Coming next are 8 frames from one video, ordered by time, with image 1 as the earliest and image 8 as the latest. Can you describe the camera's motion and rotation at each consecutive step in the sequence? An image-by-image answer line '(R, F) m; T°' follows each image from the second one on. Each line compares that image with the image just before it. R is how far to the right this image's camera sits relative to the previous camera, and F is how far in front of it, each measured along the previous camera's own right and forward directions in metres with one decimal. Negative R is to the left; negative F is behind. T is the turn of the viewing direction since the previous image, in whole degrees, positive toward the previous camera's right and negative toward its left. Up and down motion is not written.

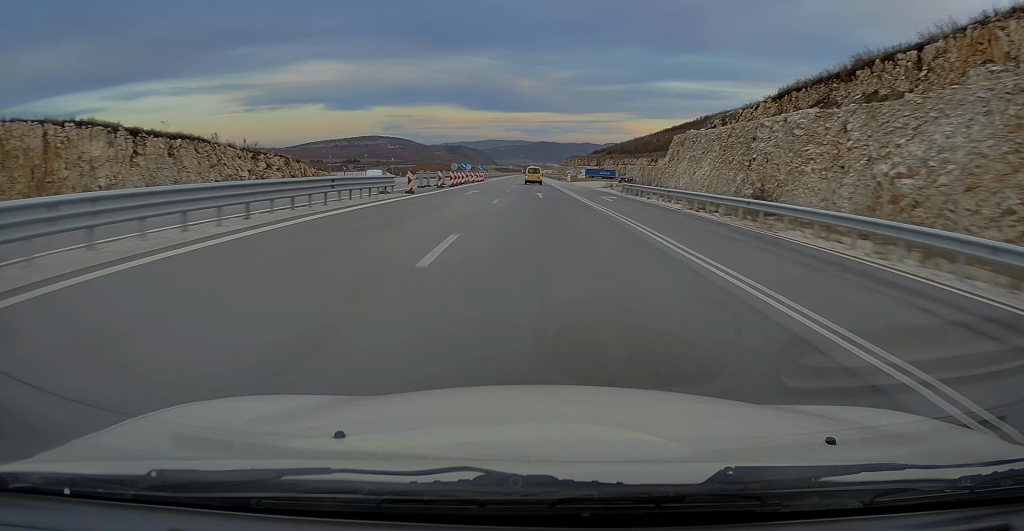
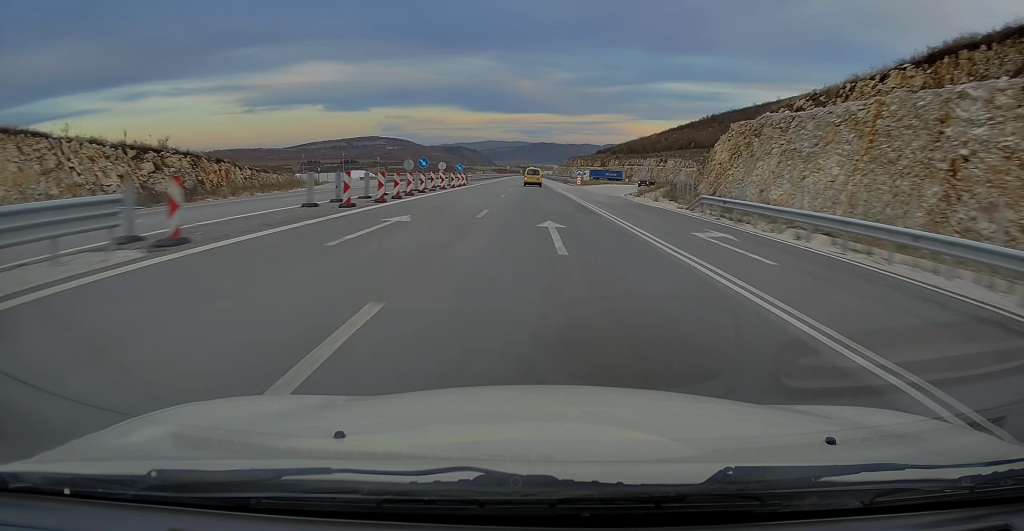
(0.0, +21.7) m; 0°
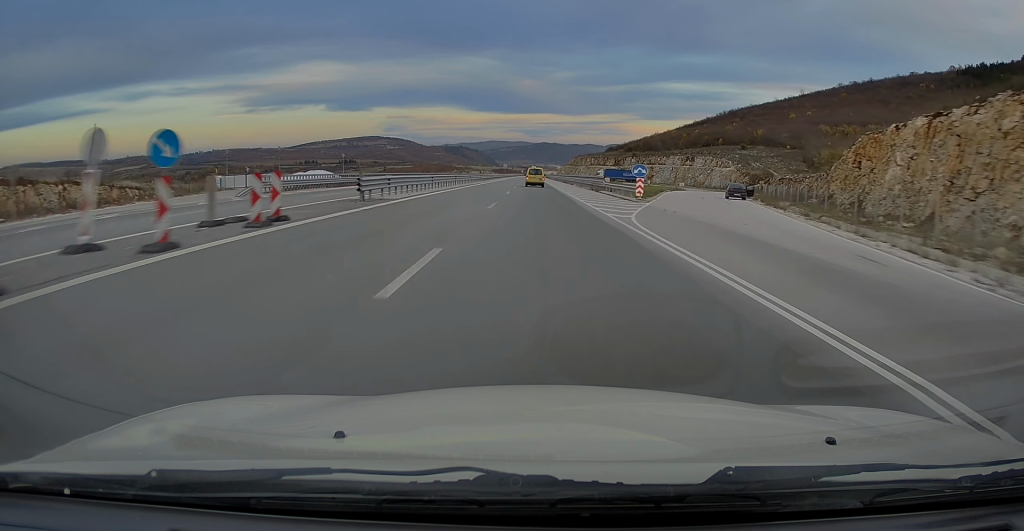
(-0.1, +42.9) m; 0°
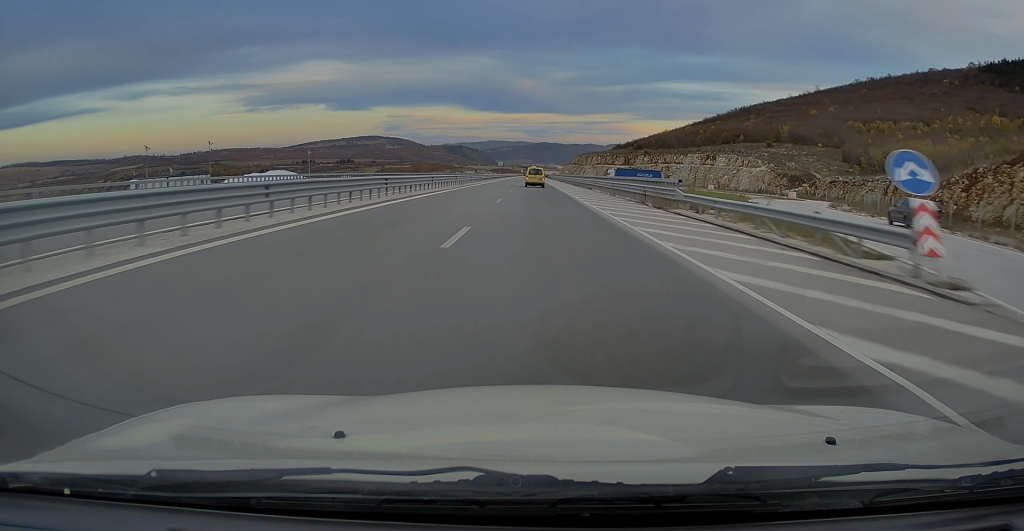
(0.0, +27.3) m; 0°
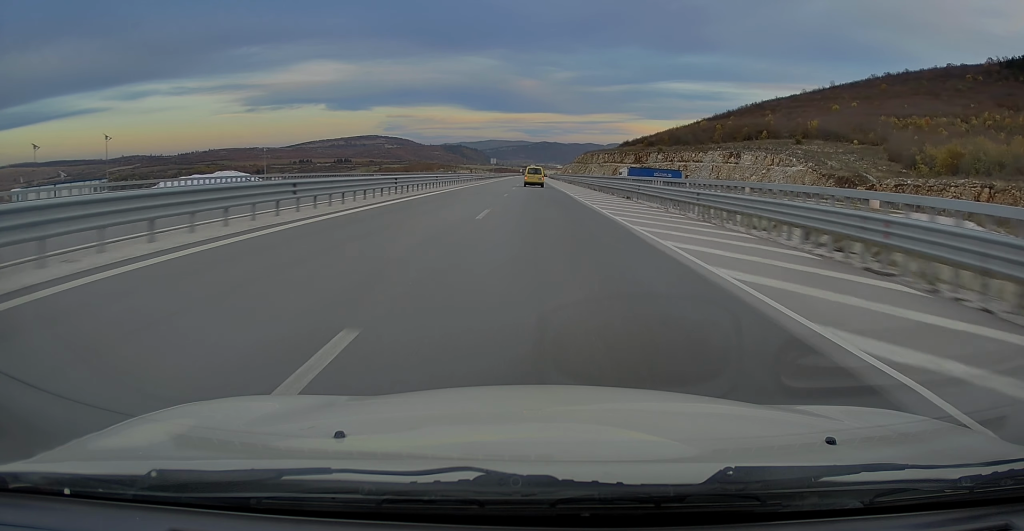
(+0.1, +25.1) m; 0°
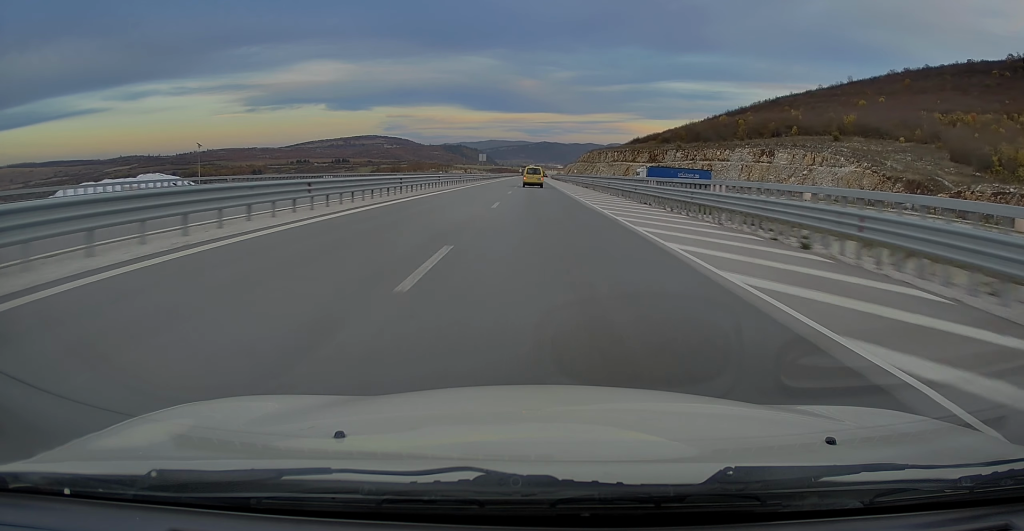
(0.0, +25.8) m; 0°
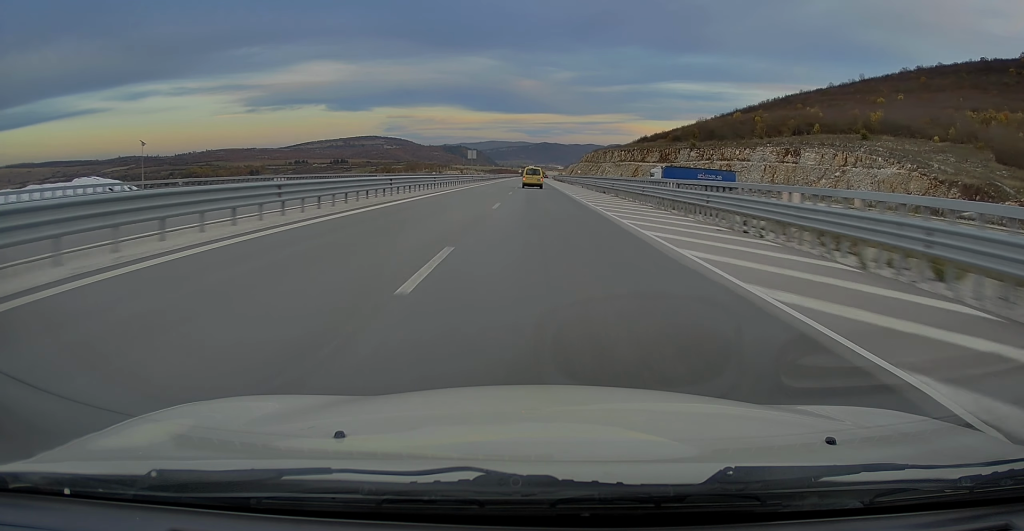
(-0.1, +15.7) m; 0°
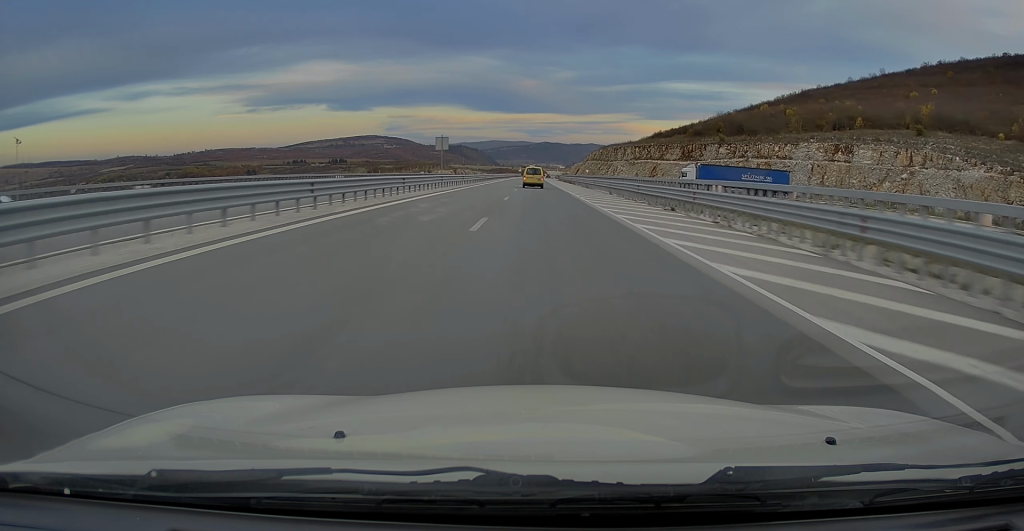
(-0.1, +24.5) m; 0°
